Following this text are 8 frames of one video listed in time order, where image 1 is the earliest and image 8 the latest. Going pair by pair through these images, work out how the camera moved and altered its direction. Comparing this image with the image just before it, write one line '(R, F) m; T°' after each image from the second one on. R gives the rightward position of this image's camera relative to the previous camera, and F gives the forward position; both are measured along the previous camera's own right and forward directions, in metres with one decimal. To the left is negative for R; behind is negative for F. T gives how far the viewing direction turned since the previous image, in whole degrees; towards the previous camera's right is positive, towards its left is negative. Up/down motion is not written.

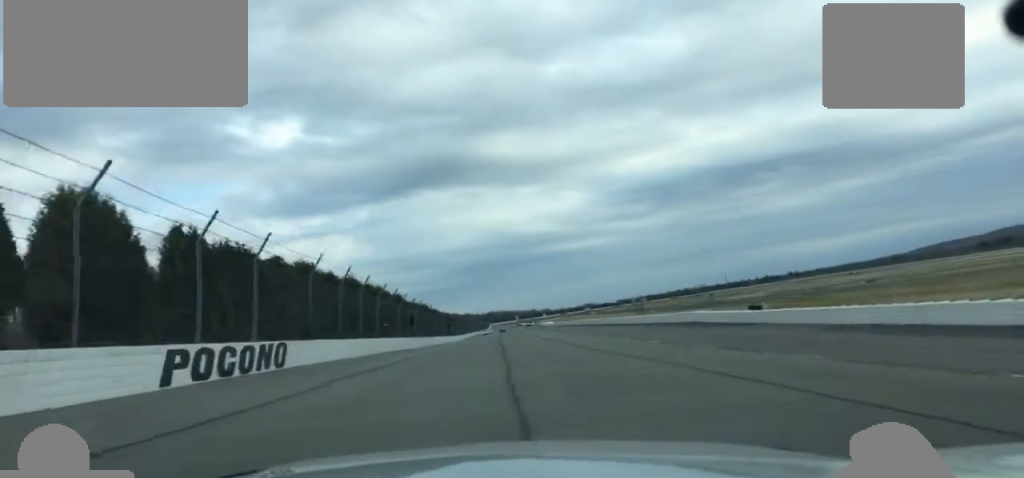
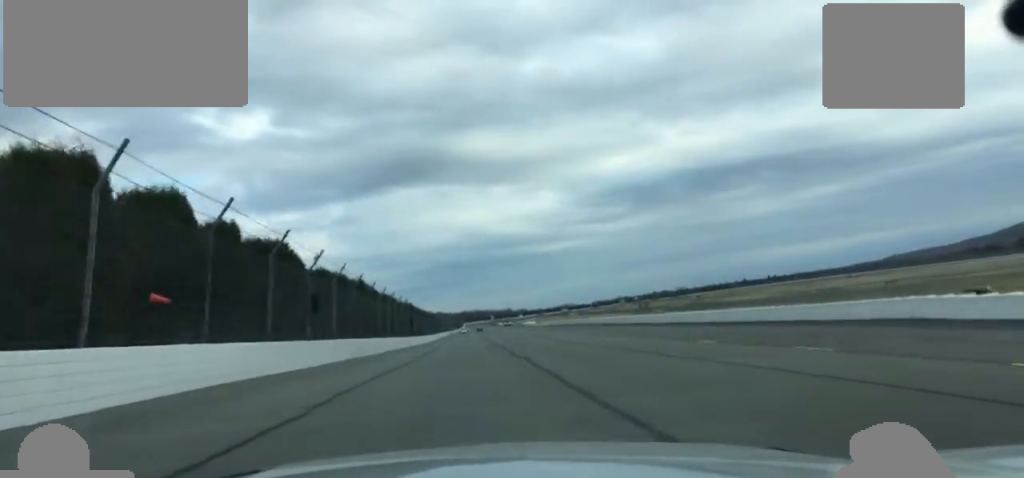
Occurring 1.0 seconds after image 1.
(+1.5, +47.3) m; +3°
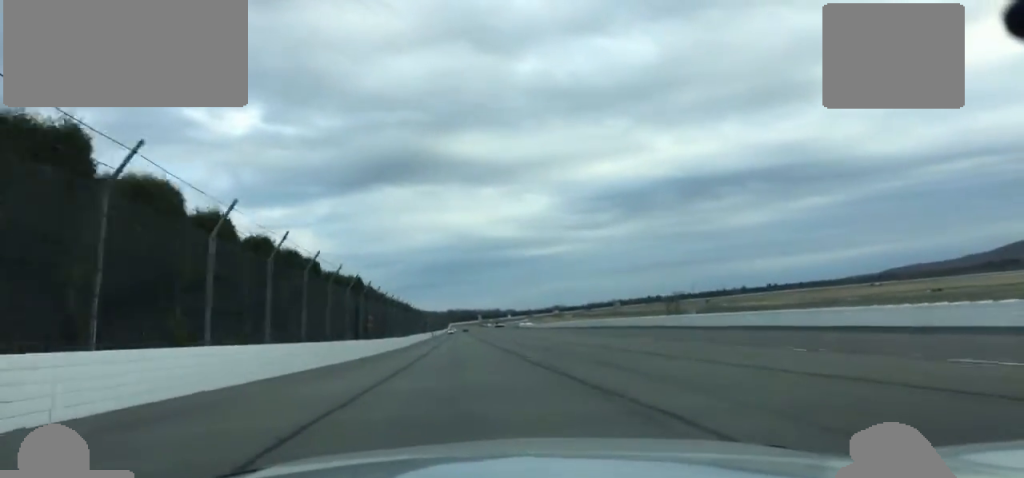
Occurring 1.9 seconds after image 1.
(+0.6, +45.8) m; +1°
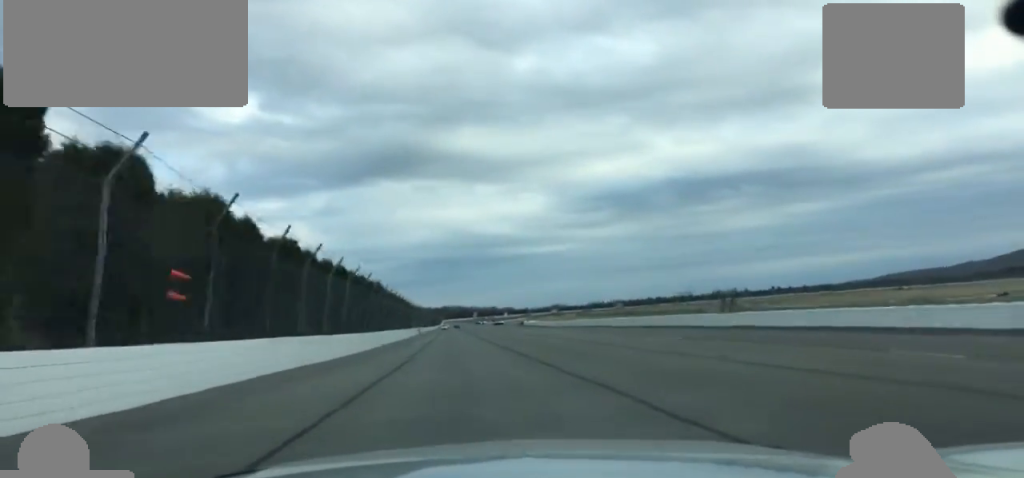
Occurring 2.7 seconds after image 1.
(+0.4, +45.7) m; +1°
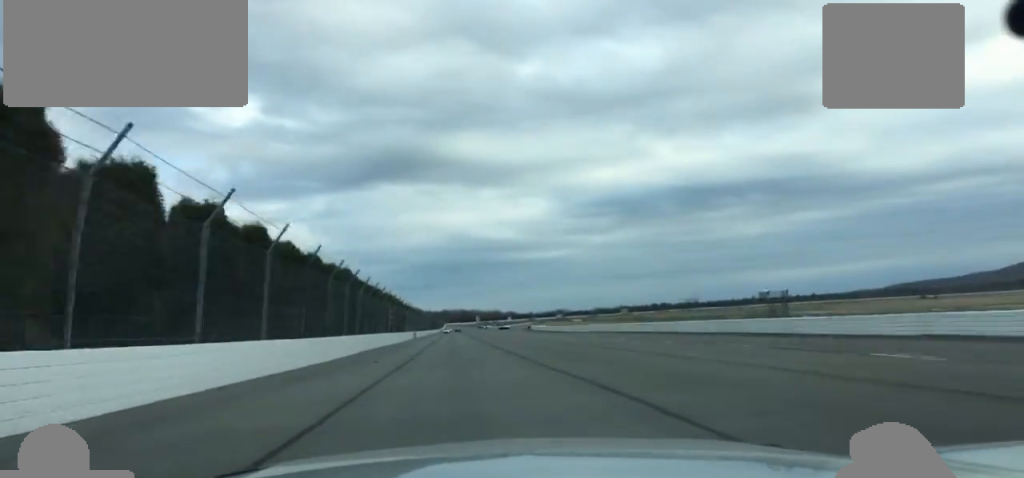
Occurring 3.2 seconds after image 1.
(0.0, +23.8) m; 0°
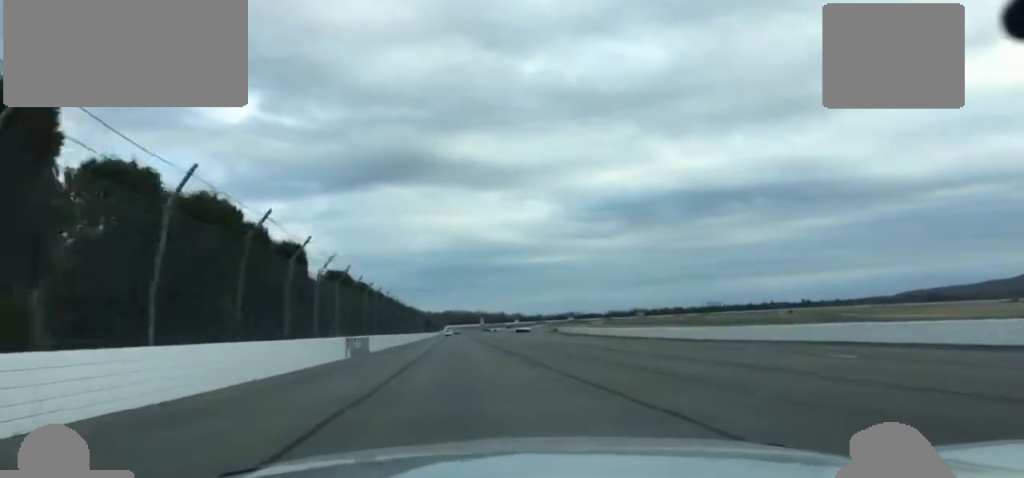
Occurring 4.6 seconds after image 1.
(0.0, +80.9) m; 0°
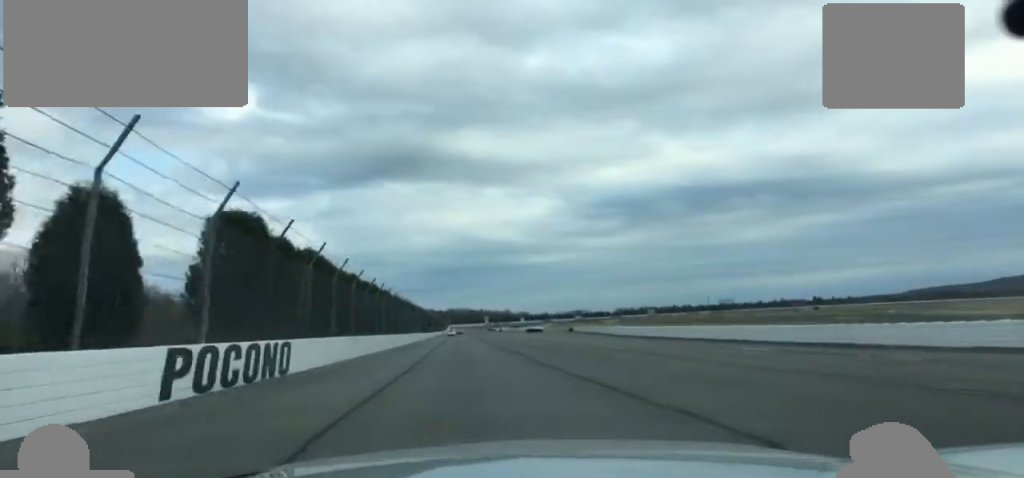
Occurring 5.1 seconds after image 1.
(+0.1, +27.4) m; 0°
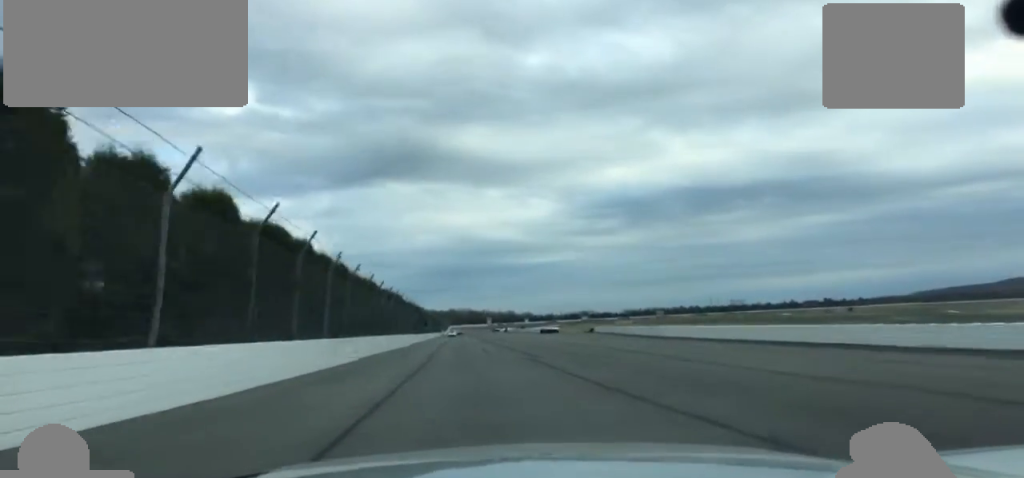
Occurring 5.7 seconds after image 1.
(+0.2, +35.3) m; 0°
